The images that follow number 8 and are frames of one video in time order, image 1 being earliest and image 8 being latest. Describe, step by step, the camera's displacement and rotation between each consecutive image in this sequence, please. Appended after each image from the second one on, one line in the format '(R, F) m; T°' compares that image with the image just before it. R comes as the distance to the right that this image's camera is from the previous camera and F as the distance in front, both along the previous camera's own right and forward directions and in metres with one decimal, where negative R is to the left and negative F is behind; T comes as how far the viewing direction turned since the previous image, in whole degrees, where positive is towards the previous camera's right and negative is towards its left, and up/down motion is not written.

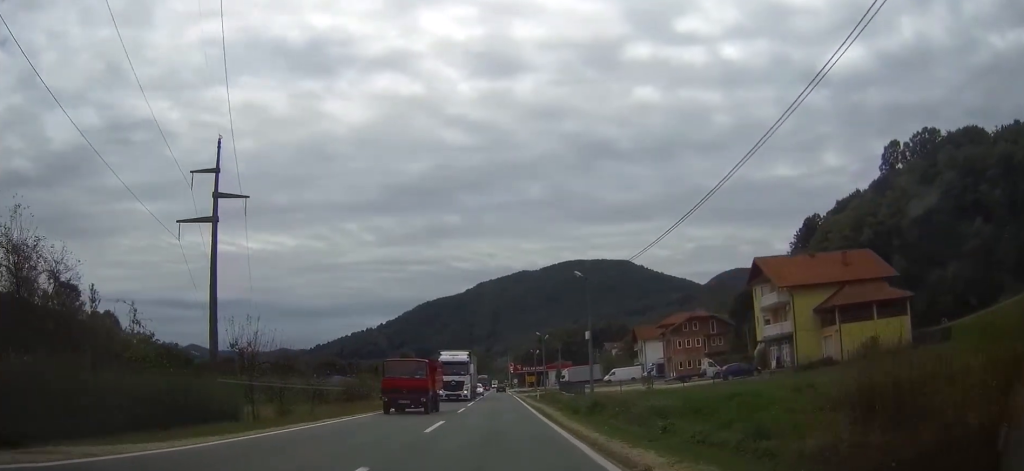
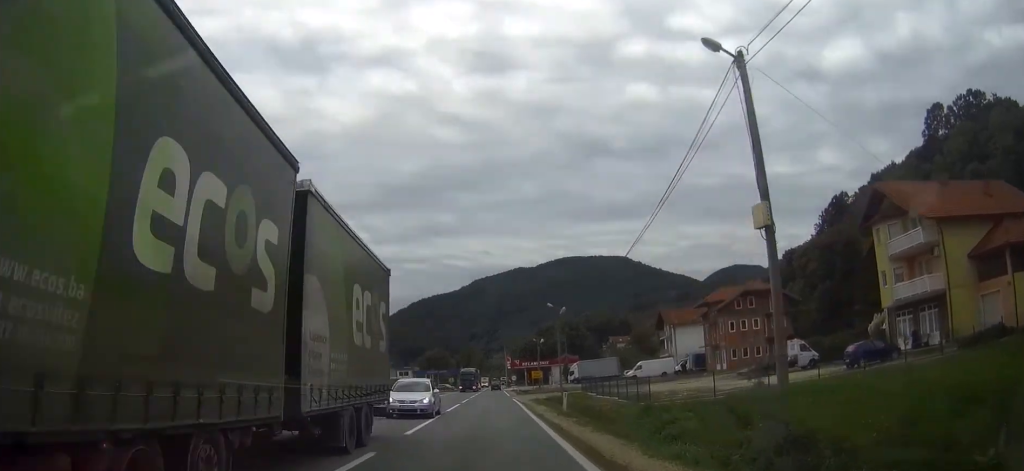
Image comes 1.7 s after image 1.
(+0.3, +25.9) m; 0°
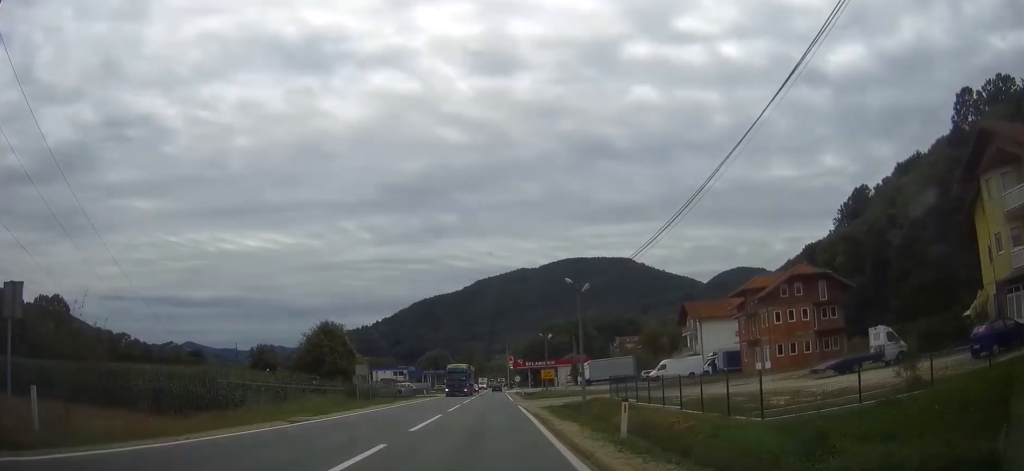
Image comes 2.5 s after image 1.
(0.0, +13.0) m; 0°
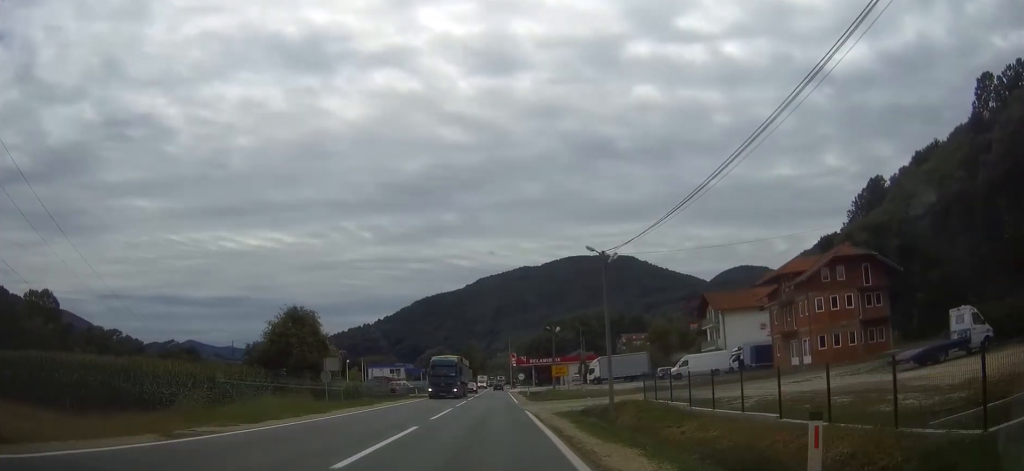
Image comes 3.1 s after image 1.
(0.0, +8.9) m; 0°
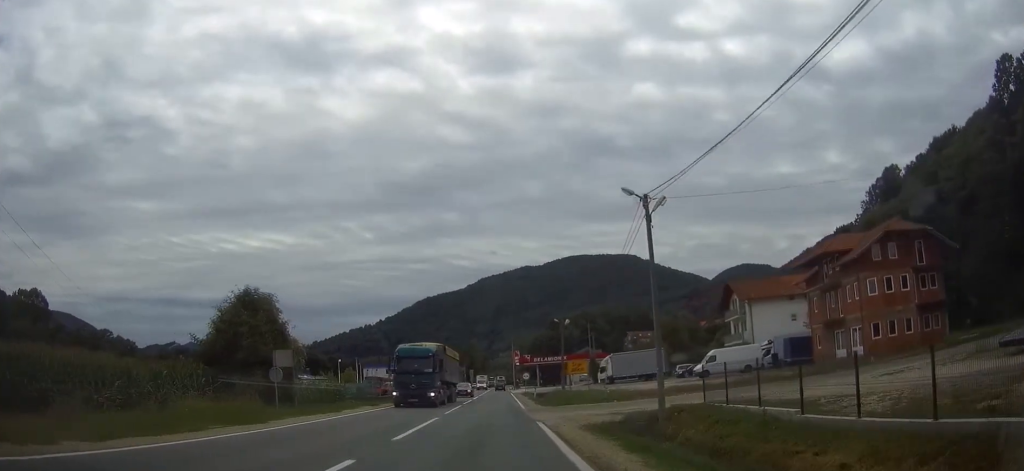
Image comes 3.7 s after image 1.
(0.0, +8.9) m; 0°
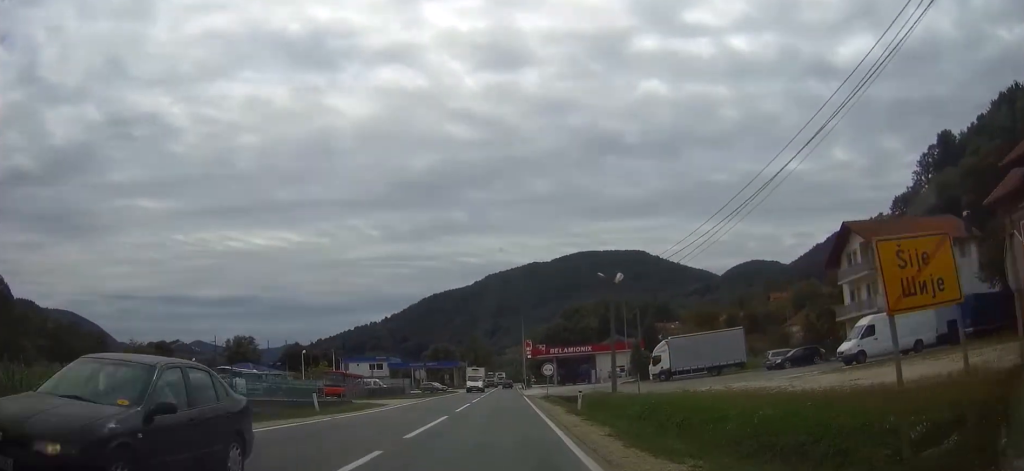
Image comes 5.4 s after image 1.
(0.0, +27.8) m; 0°
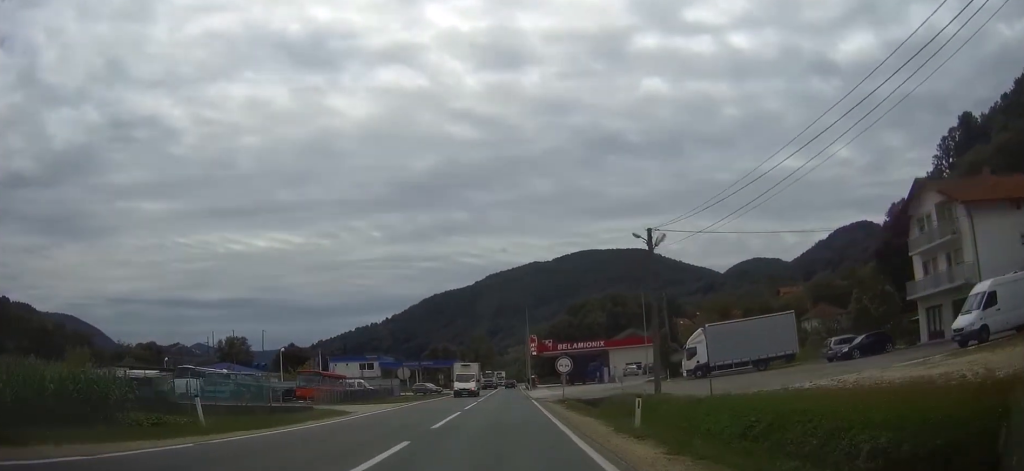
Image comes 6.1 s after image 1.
(-0.1, +11.0) m; 0°
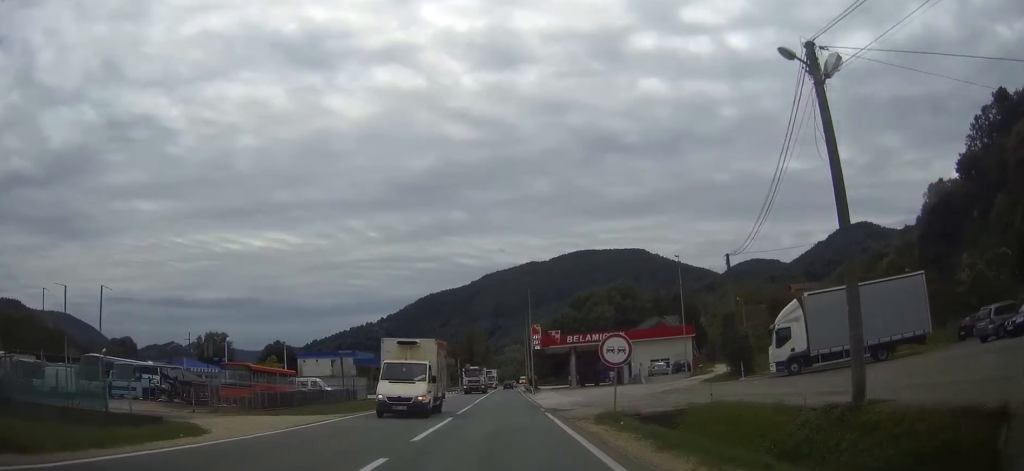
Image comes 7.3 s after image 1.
(0.0, +17.9) m; 0°
